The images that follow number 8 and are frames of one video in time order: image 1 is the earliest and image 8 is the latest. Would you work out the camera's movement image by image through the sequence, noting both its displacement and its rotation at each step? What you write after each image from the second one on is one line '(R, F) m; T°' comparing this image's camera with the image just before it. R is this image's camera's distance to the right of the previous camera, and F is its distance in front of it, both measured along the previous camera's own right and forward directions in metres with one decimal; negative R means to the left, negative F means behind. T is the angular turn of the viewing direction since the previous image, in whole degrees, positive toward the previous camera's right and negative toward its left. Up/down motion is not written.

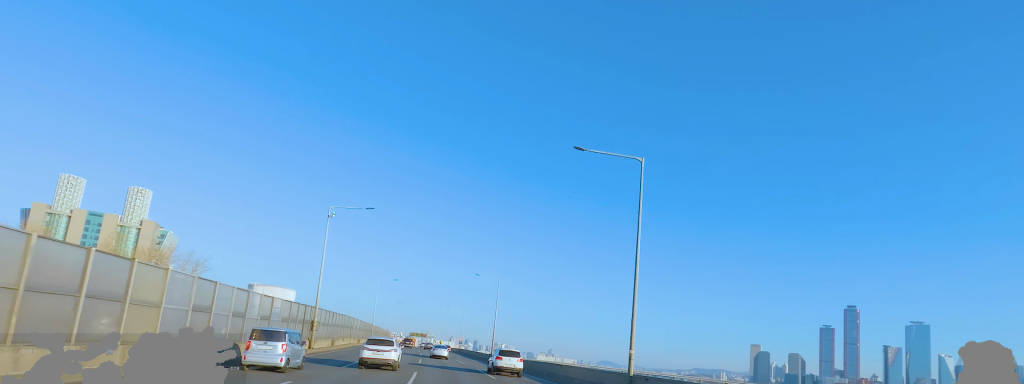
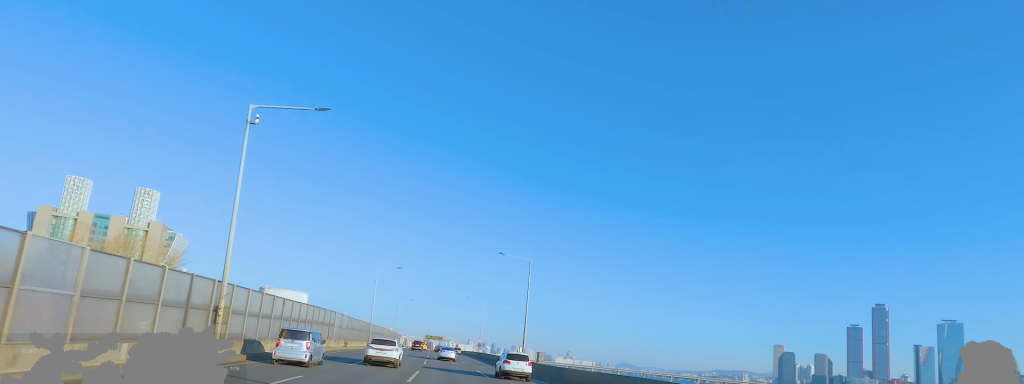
(-0.5, +17.6) m; -2°
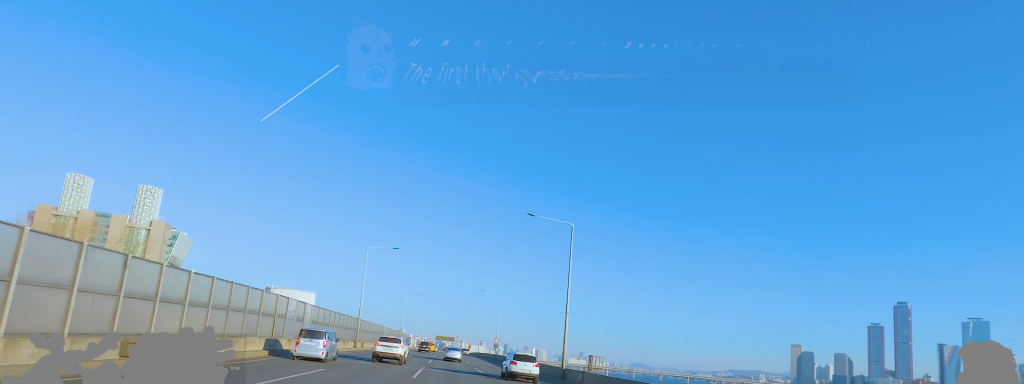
(-0.7, +15.8) m; -1°
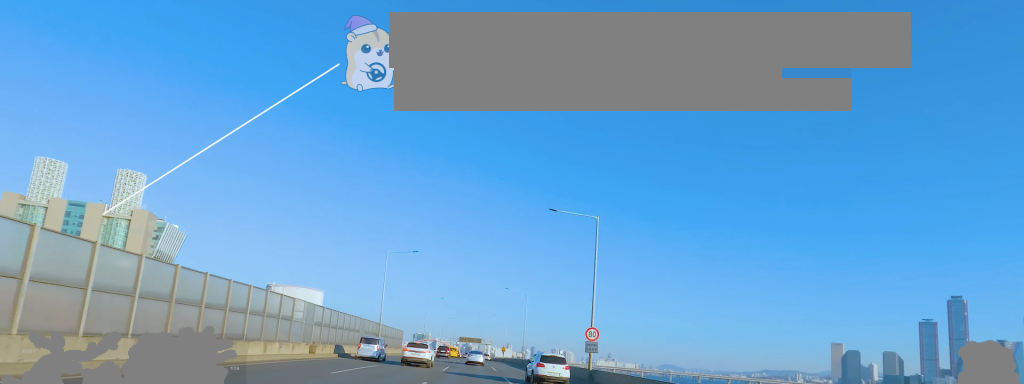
(-0.9, +52.5) m; -1°
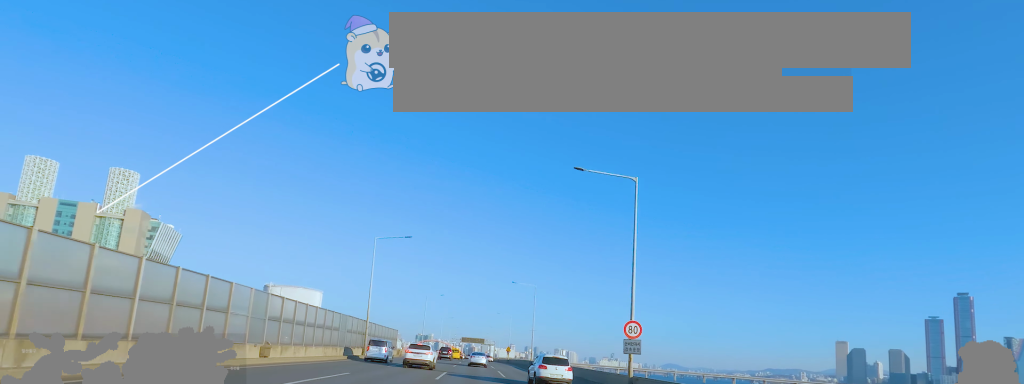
(-0.2, +8.6) m; +1°
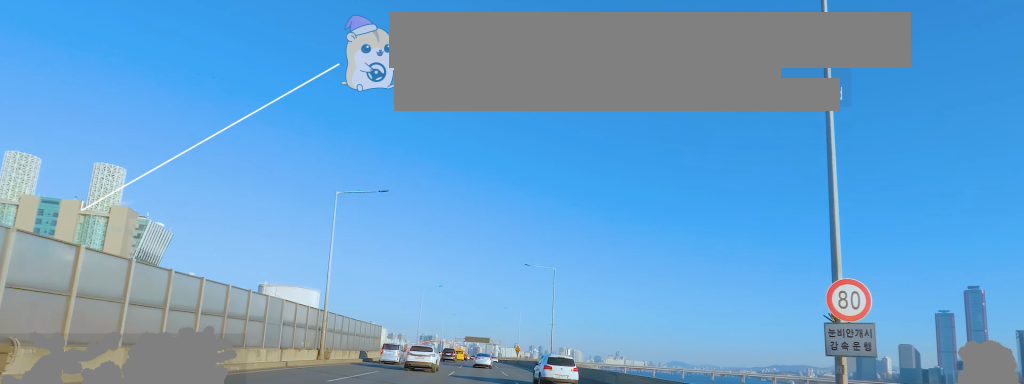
(+1.0, +16.2) m; 0°
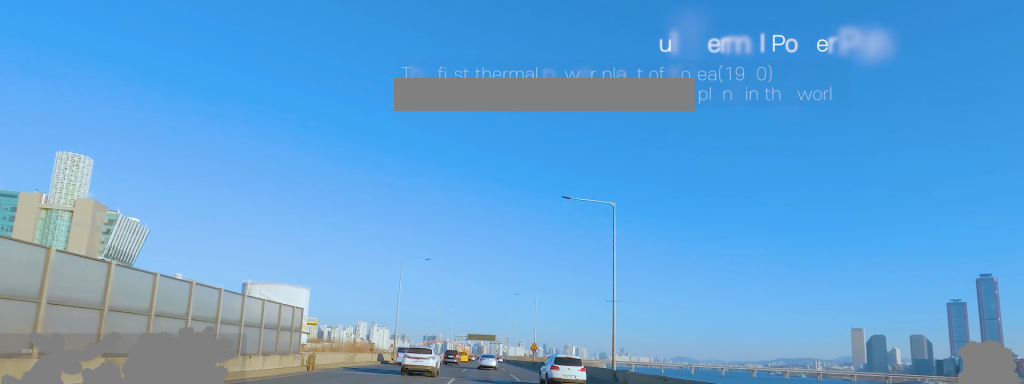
(-1.0, +28.2) m; -1°
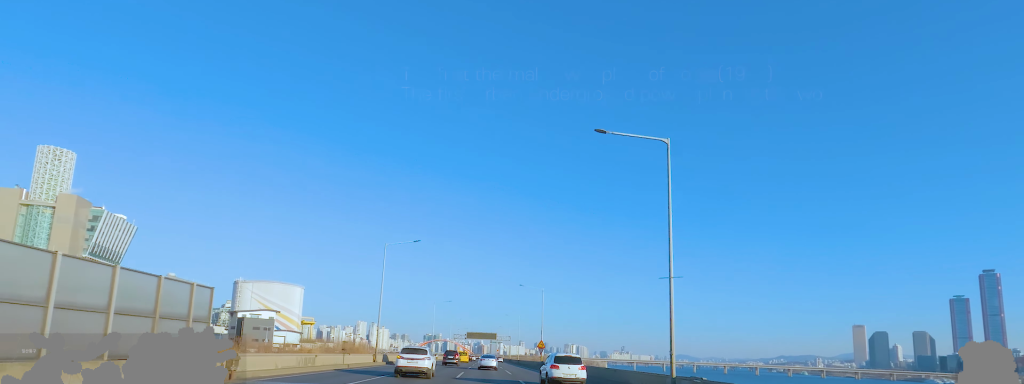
(+0.4, +11.7) m; 0°
